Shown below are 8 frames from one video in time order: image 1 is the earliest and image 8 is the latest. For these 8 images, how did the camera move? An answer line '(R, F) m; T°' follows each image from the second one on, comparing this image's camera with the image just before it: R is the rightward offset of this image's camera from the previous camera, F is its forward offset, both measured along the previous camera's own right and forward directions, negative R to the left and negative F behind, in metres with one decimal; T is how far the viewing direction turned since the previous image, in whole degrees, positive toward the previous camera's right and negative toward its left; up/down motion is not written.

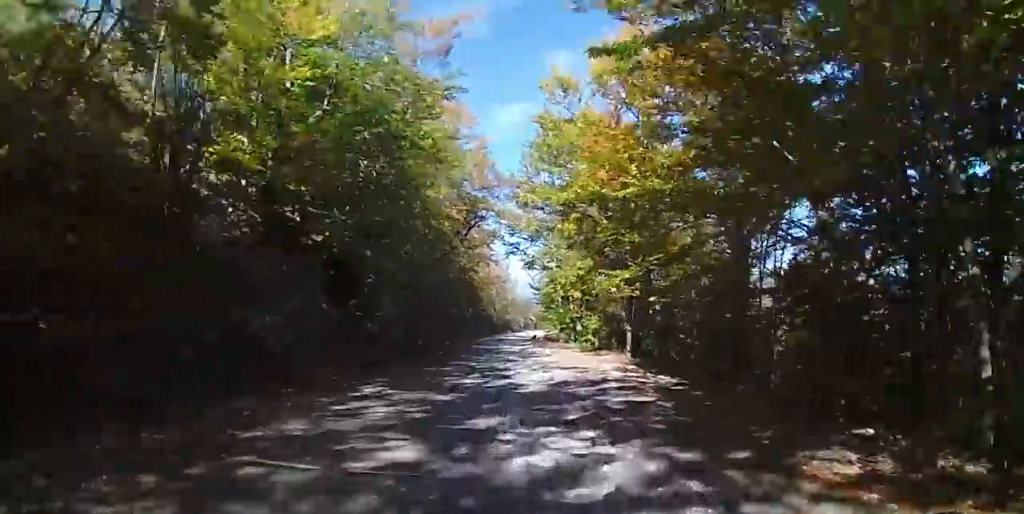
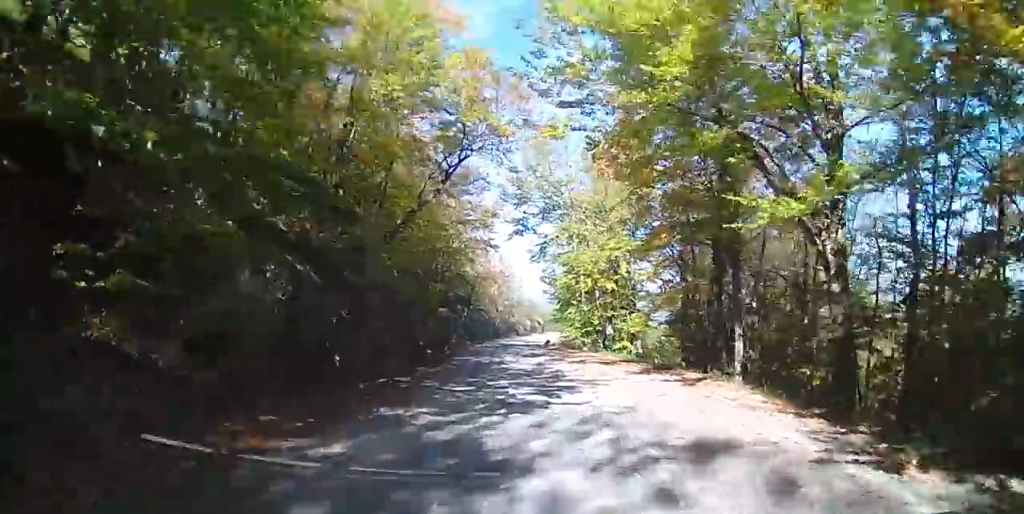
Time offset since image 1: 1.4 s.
(+0.3, +11.1) m; +2°
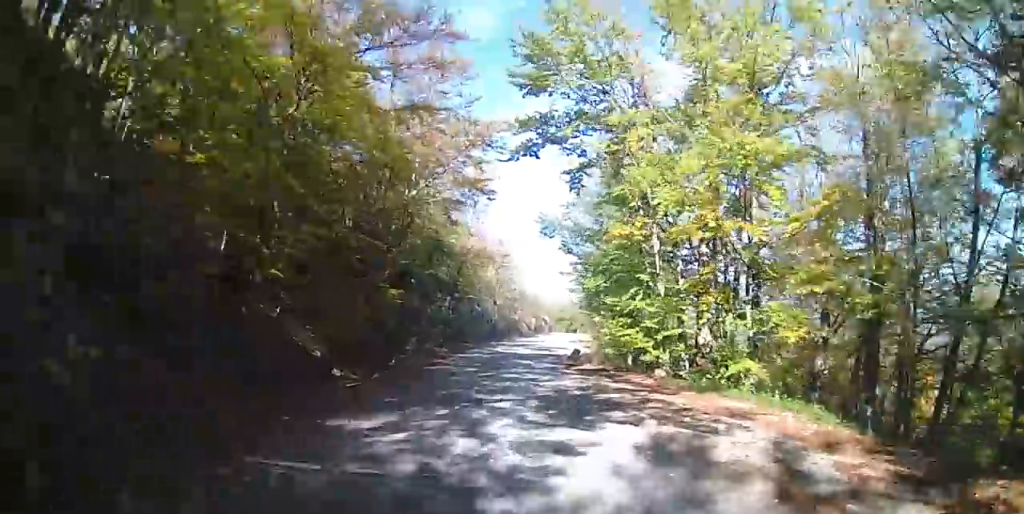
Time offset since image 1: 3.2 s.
(0.0, +15.1) m; 0°
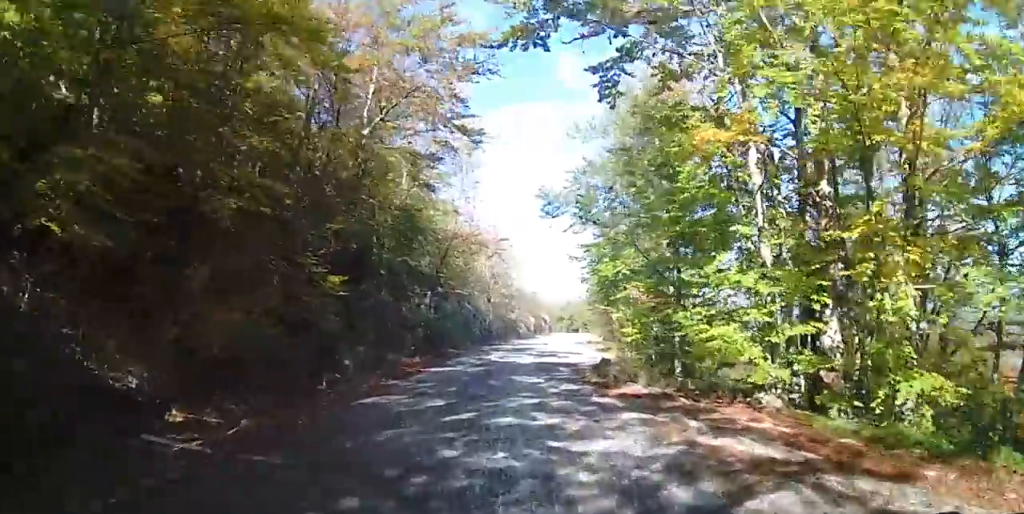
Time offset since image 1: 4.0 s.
(0.0, +6.6) m; 0°
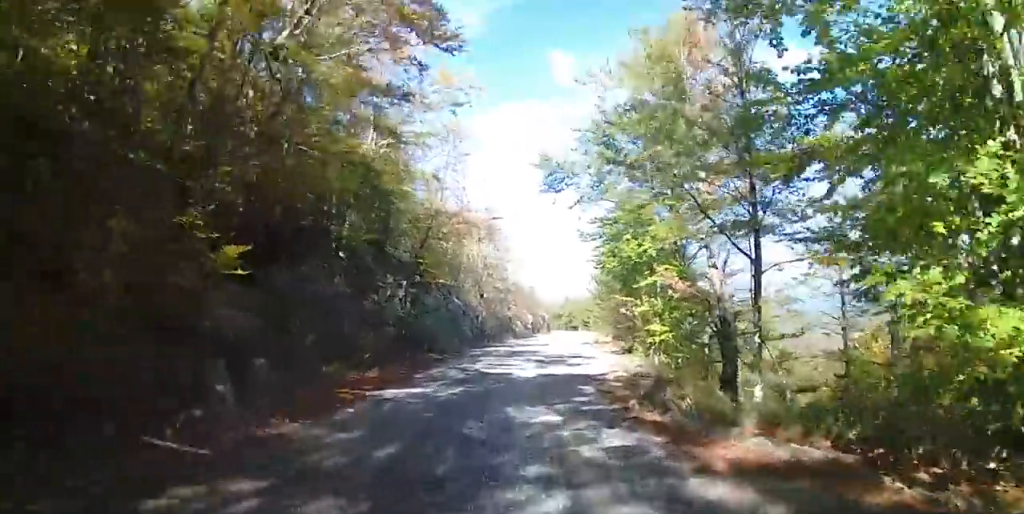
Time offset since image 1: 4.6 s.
(0.0, +5.3) m; 0°
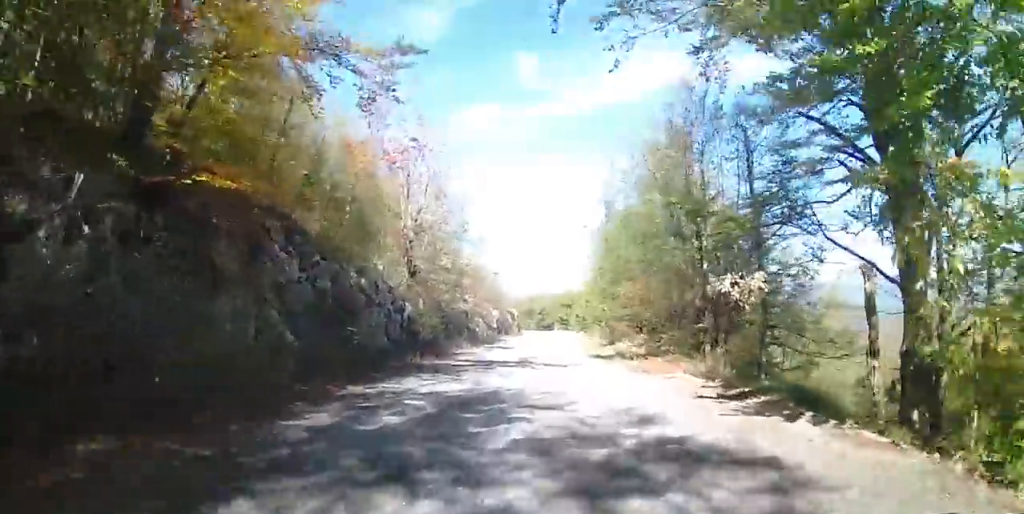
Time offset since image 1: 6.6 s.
(+0.5, +16.9) m; +4°
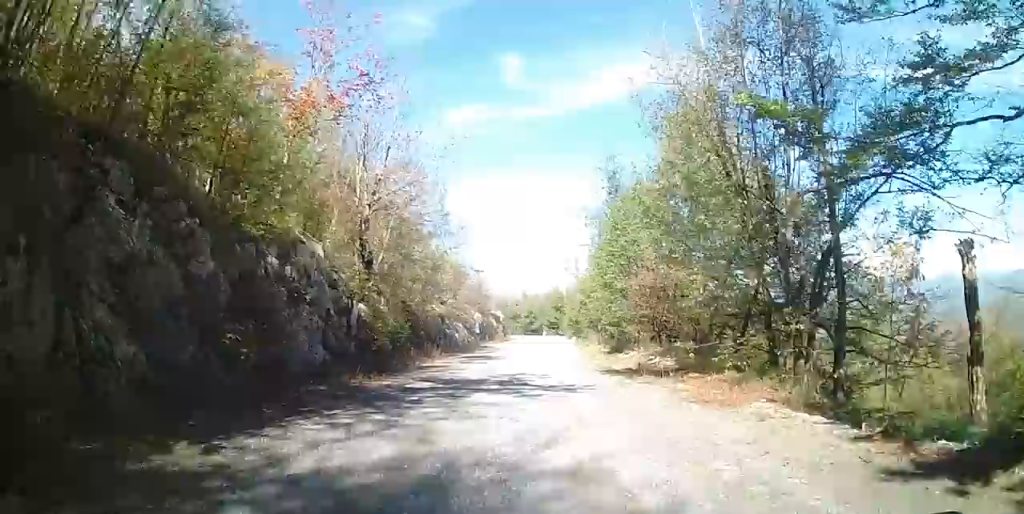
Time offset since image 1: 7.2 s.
(+0.1, +5.5) m; +1°
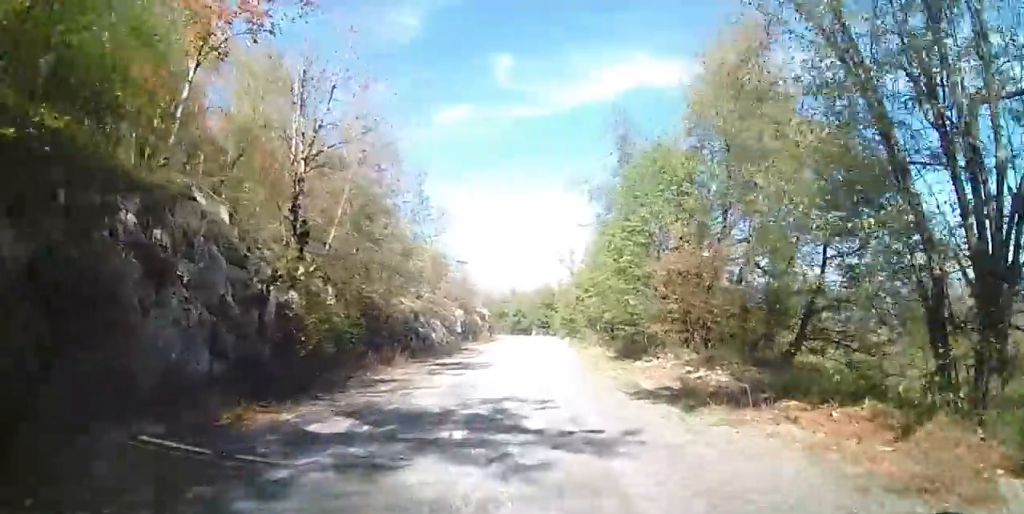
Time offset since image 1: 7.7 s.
(0.0, +5.3) m; +1°
